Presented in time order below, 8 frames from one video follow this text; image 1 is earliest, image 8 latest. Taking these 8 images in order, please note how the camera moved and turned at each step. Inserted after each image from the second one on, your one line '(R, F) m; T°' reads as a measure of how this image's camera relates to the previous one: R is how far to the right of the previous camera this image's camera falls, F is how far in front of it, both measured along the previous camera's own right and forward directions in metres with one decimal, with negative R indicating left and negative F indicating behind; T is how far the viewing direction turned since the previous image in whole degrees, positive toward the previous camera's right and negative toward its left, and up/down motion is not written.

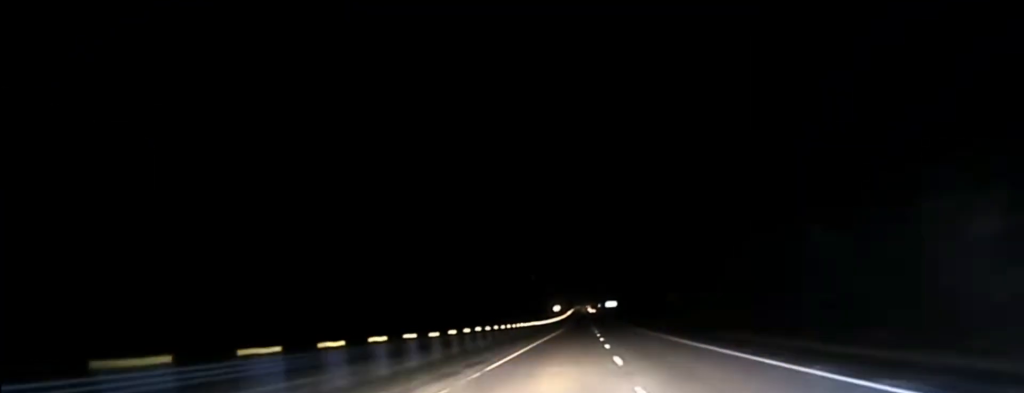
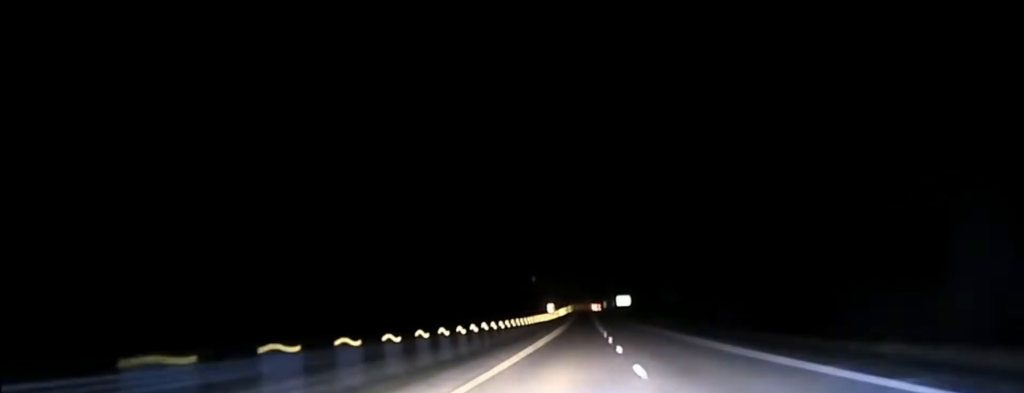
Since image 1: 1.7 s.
(+0.1, +113.6) m; 0°
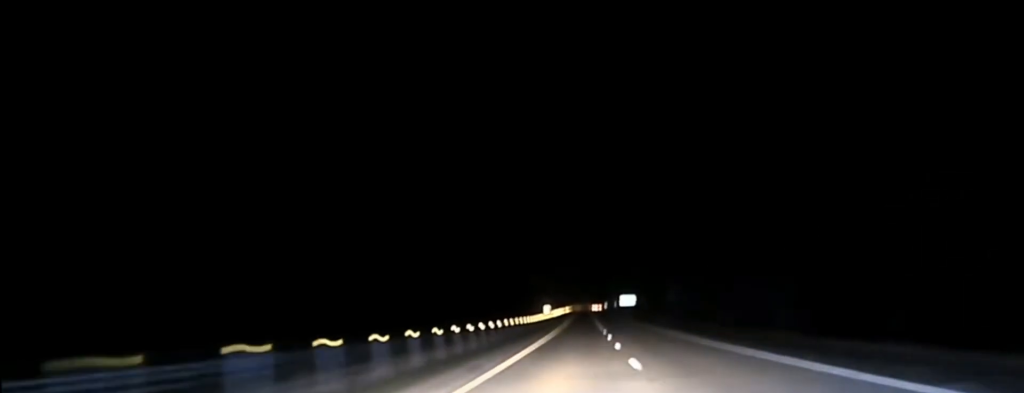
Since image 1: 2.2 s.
(+0.1, +32.2) m; 0°
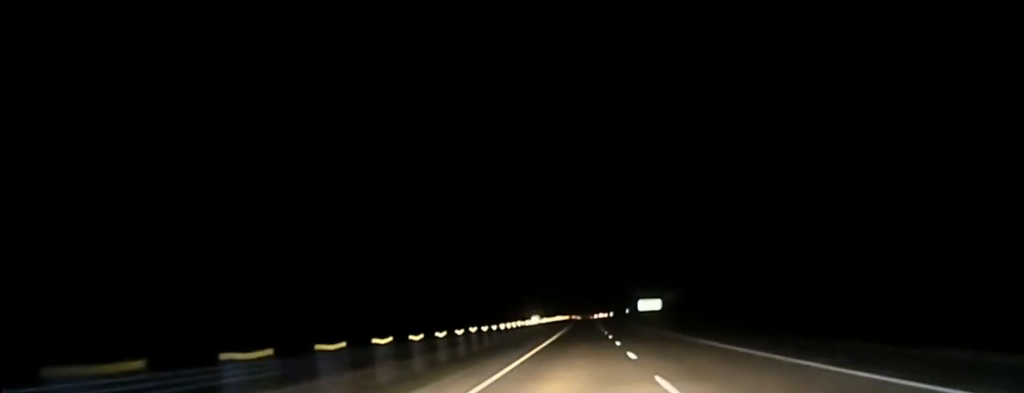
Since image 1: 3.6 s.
(-0.2, +92.7) m; 0°
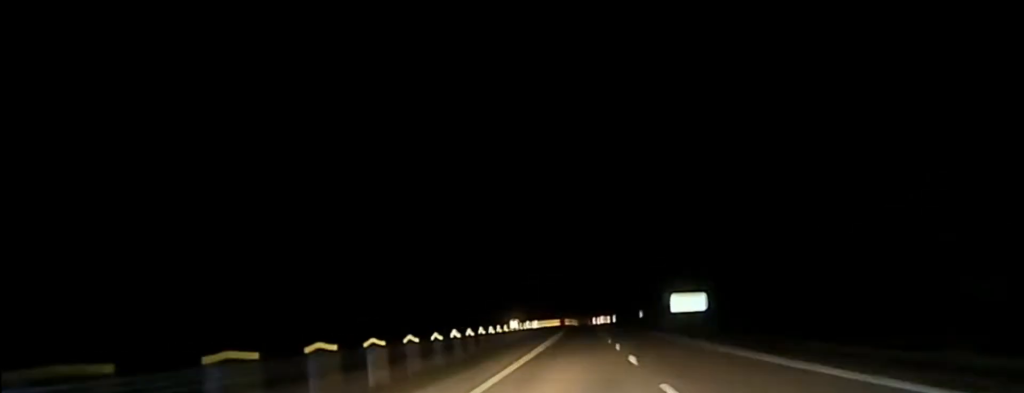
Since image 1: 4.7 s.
(+0.2, +73.9) m; 0°
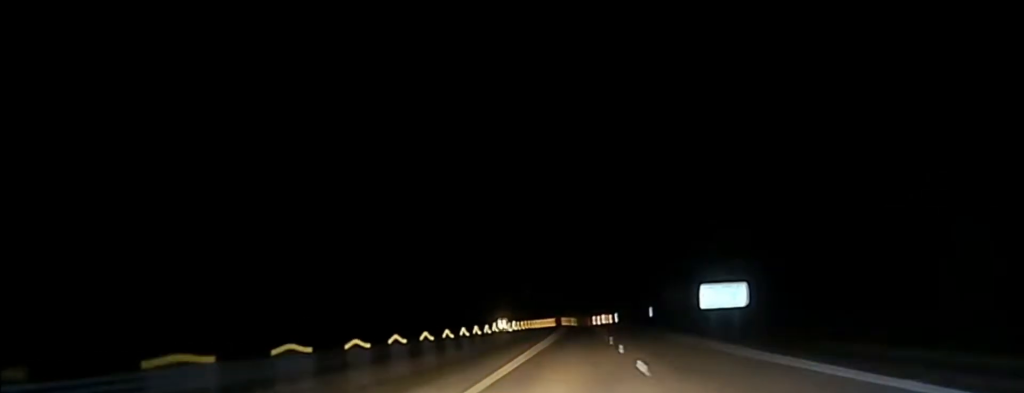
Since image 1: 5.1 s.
(+0.2, +30.3) m; 0°
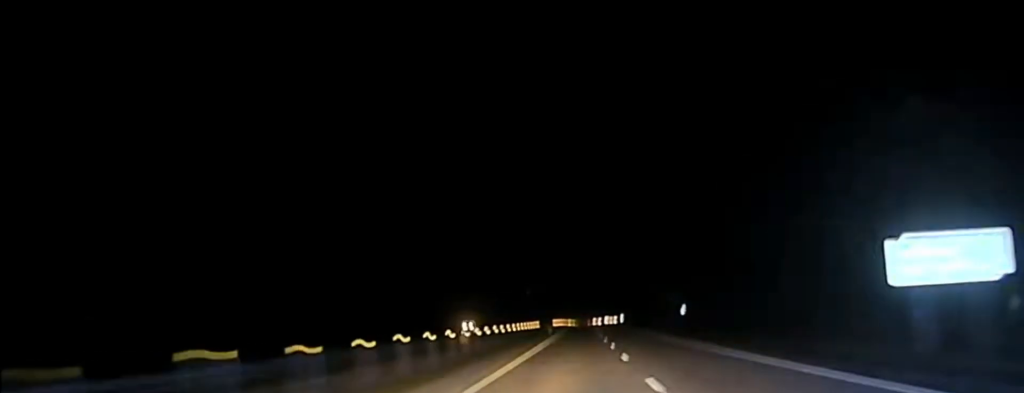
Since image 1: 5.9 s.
(-0.1, +54.0) m; 0°
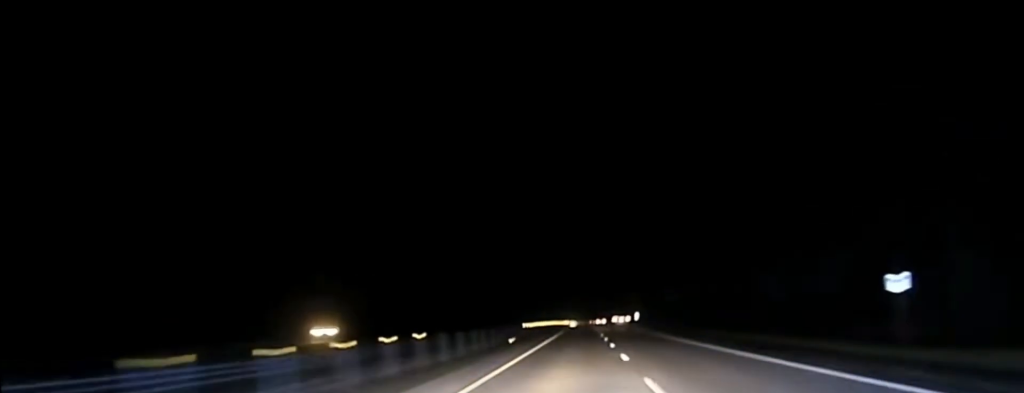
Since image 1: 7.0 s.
(-0.2, +73.5) m; 0°
